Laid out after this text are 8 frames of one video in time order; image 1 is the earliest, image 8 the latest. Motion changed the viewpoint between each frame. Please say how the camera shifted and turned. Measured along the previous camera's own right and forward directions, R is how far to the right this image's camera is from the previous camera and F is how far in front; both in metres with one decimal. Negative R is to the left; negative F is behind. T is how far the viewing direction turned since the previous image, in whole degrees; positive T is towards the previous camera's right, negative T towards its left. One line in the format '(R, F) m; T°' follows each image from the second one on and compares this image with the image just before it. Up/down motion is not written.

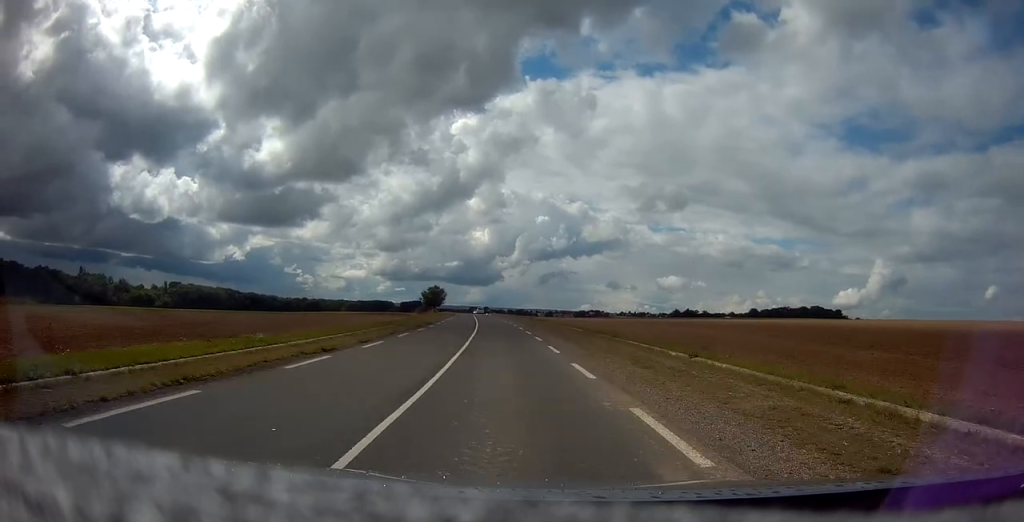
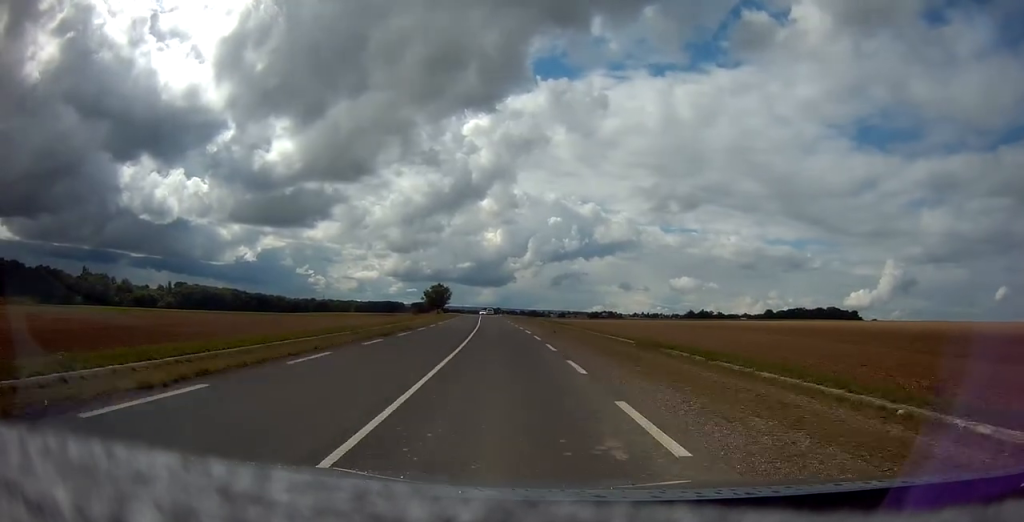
(-0.1, +12.7) m; -1°
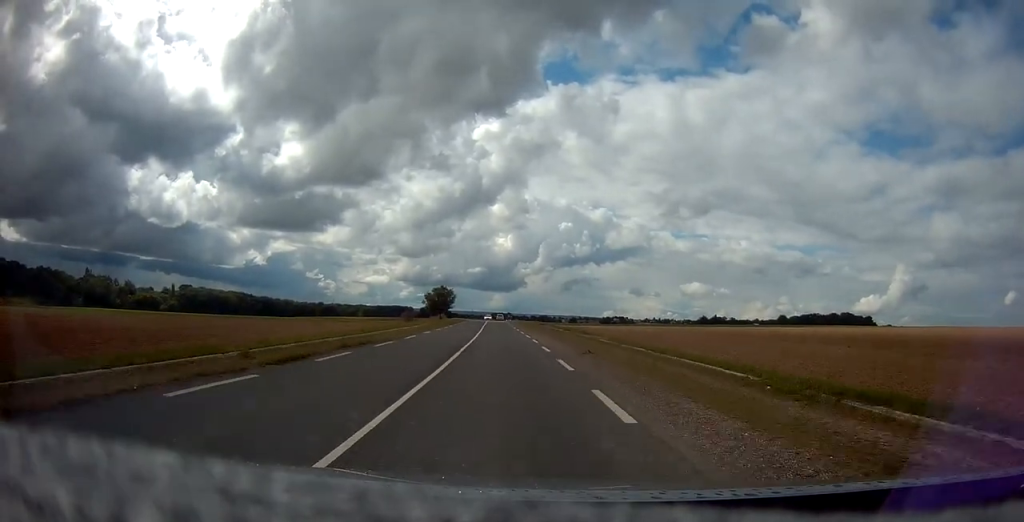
(-0.1, +11.1) m; -1°
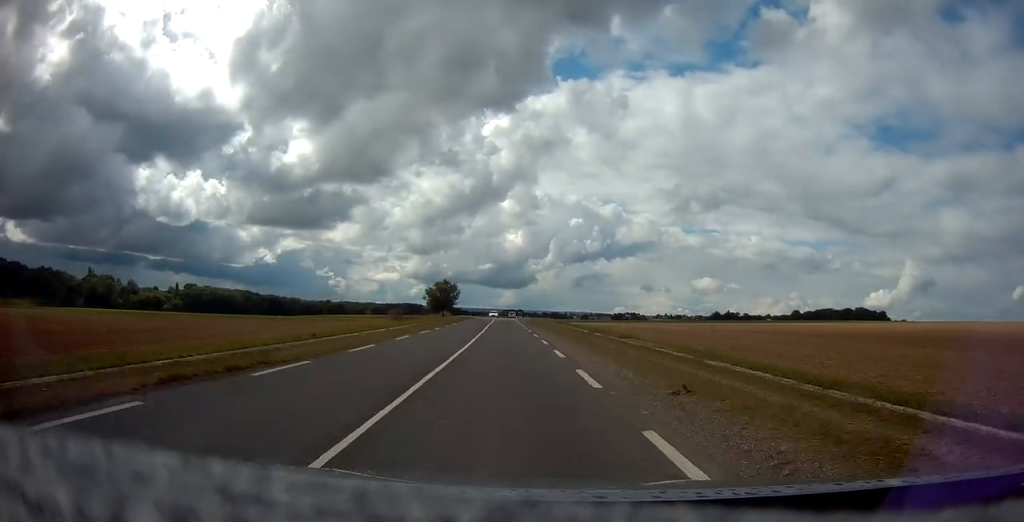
(-0.1, +10.3) m; -1°
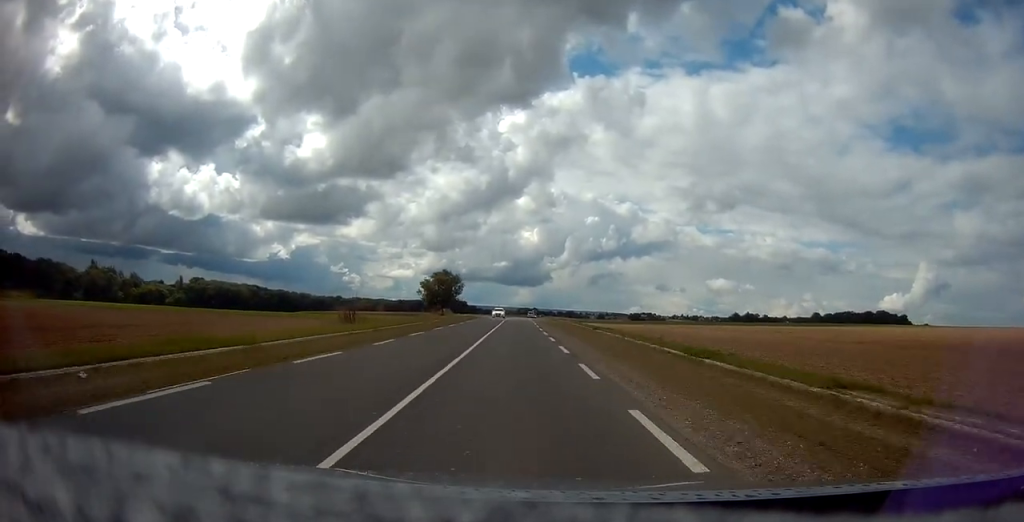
(-0.4, +18.1) m; -1°
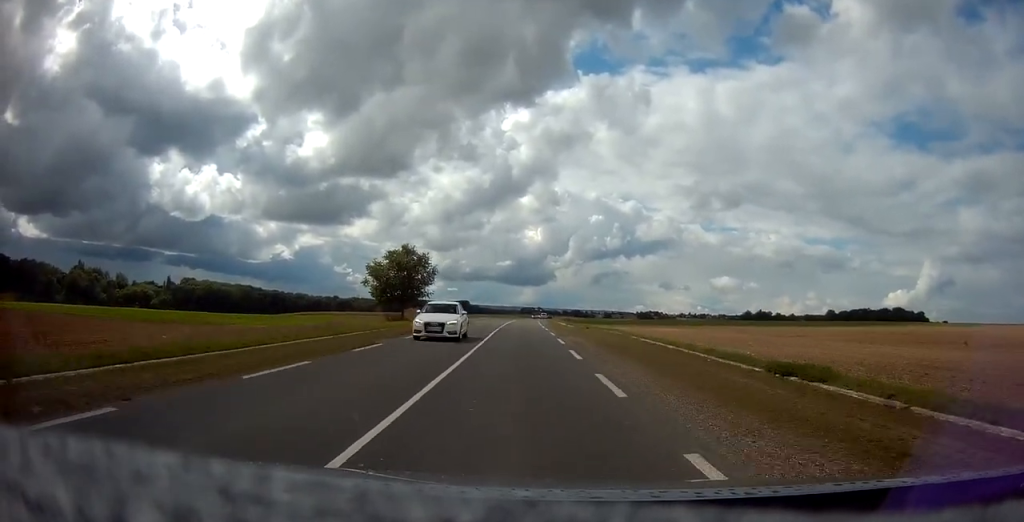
(0.0, +28.5) m; -1°
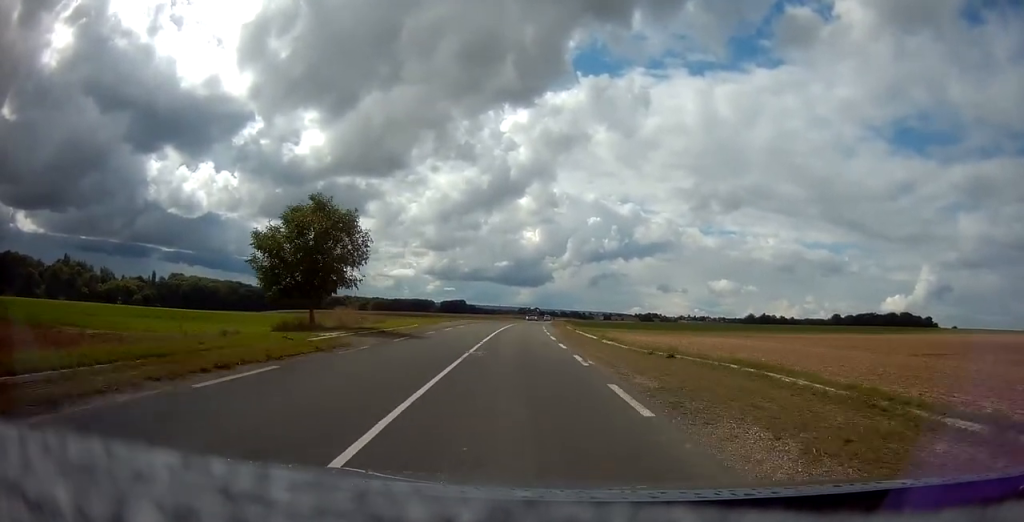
(-0.4, +21.2) m; 0°
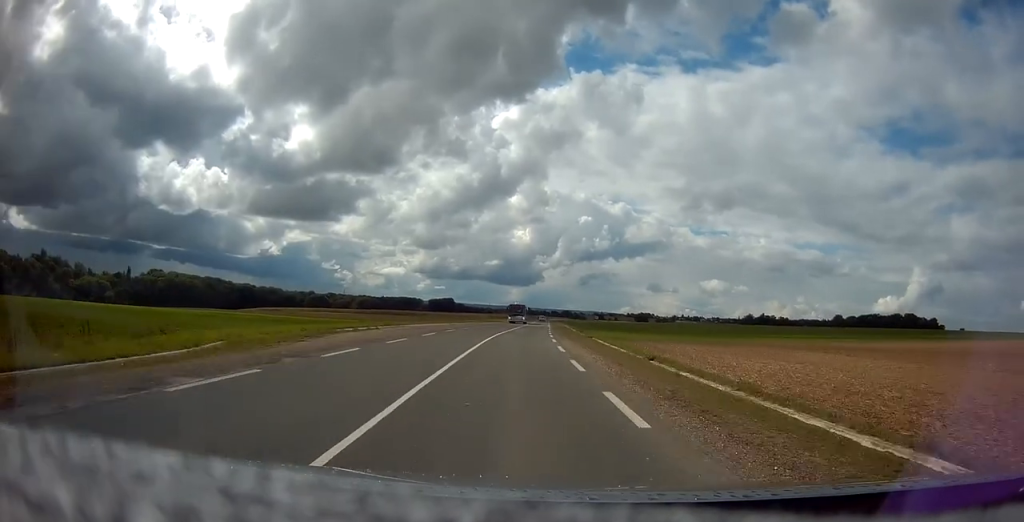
(+0.4, +26.6) m; +1°
